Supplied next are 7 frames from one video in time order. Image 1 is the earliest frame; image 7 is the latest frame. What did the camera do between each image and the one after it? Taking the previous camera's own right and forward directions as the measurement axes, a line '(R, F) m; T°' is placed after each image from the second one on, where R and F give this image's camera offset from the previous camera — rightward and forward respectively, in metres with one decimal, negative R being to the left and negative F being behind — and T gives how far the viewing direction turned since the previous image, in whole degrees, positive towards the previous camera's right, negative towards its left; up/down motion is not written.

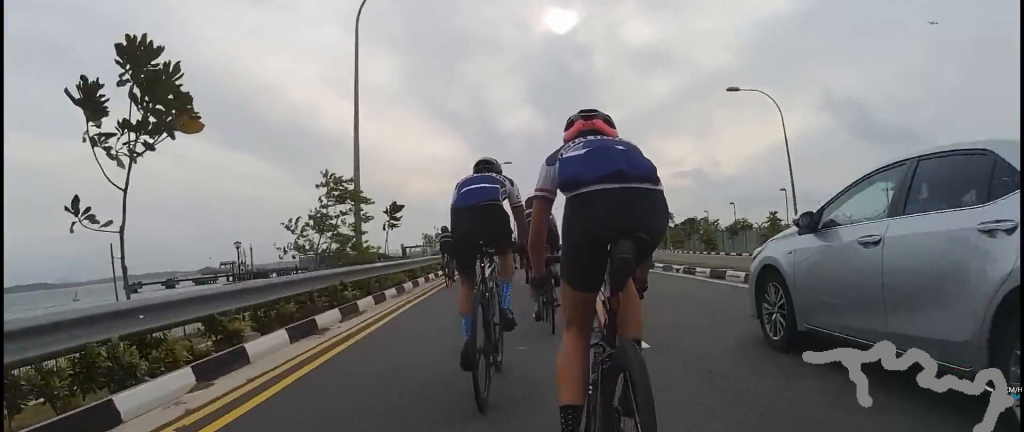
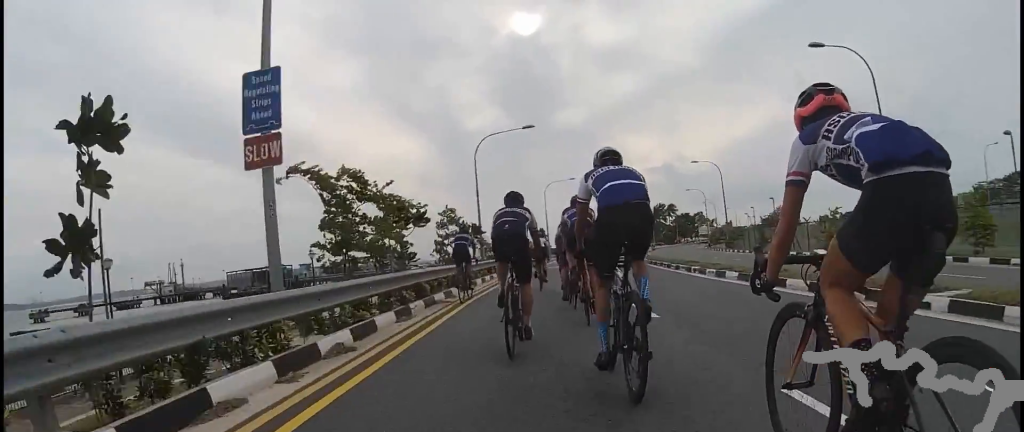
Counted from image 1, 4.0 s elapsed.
(+0.5, +38.6) m; +1°
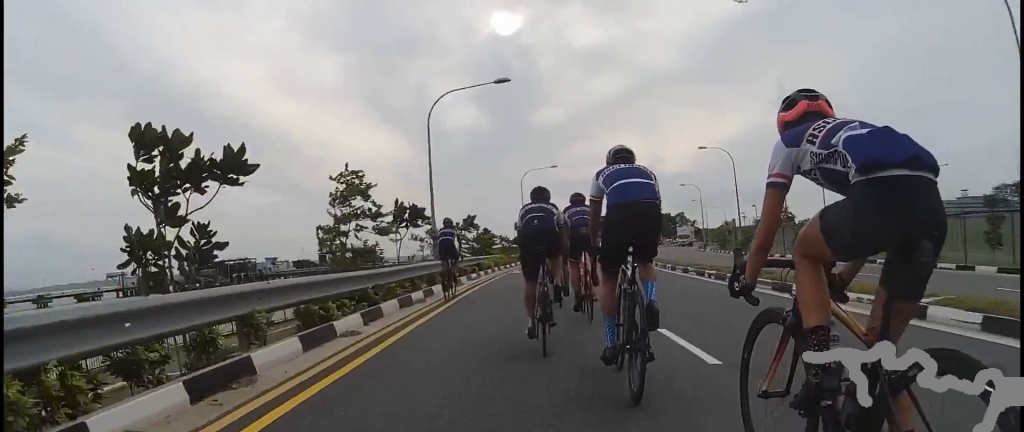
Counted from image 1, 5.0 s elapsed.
(+1.3, +9.0) m; +8°
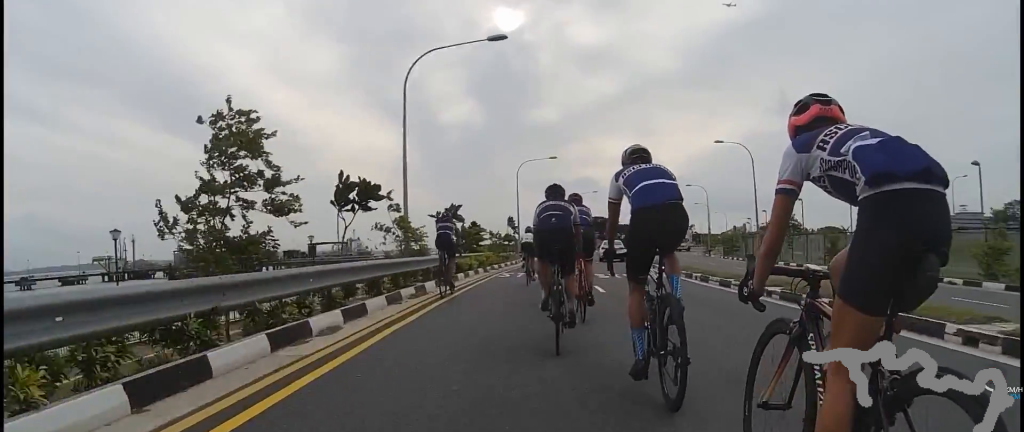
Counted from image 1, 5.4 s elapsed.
(0.0, +4.5) m; 0°
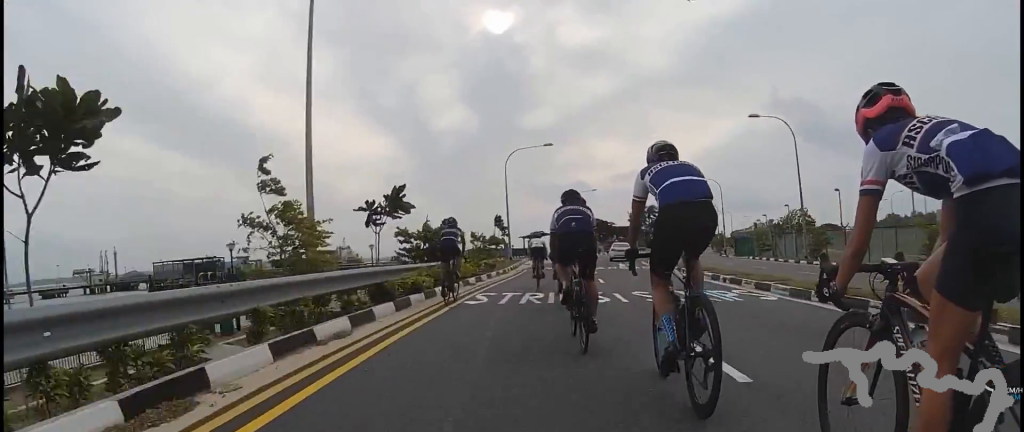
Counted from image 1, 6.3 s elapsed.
(0.0, +8.1) m; 0°
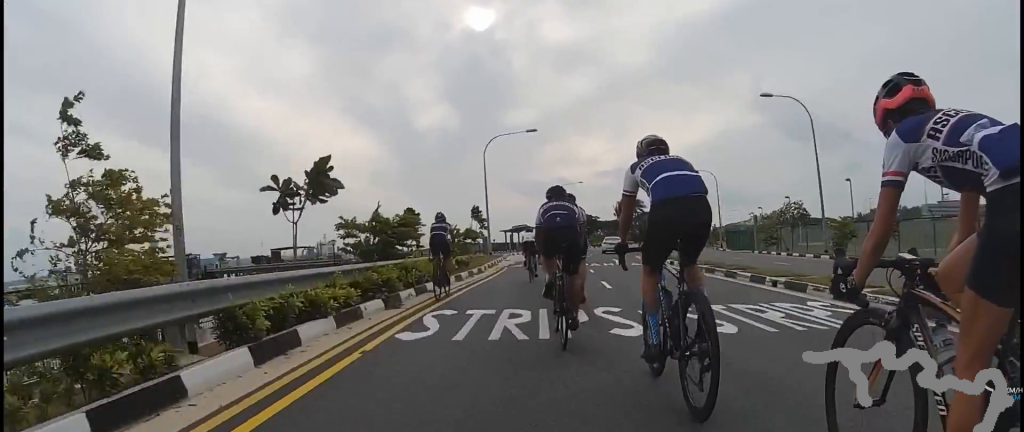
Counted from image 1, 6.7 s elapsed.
(0.0, +4.2) m; 0°
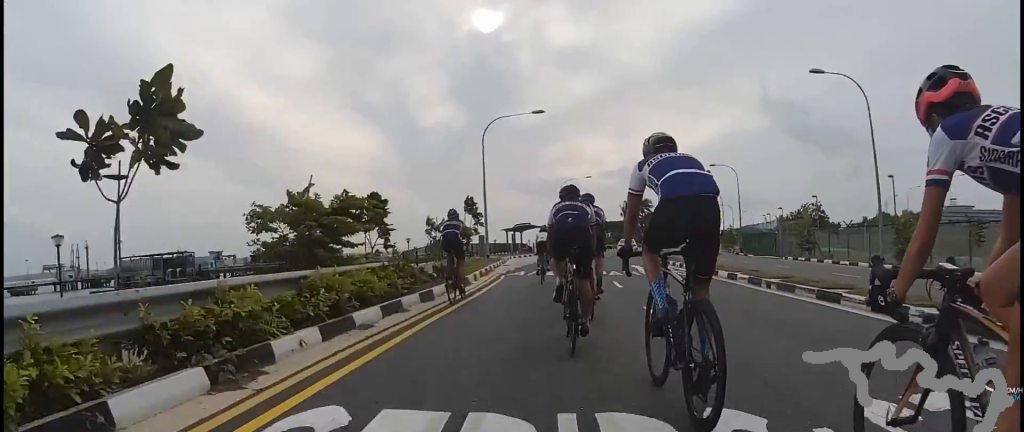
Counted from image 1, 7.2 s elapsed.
(0.0, +4.9) m; 0°
